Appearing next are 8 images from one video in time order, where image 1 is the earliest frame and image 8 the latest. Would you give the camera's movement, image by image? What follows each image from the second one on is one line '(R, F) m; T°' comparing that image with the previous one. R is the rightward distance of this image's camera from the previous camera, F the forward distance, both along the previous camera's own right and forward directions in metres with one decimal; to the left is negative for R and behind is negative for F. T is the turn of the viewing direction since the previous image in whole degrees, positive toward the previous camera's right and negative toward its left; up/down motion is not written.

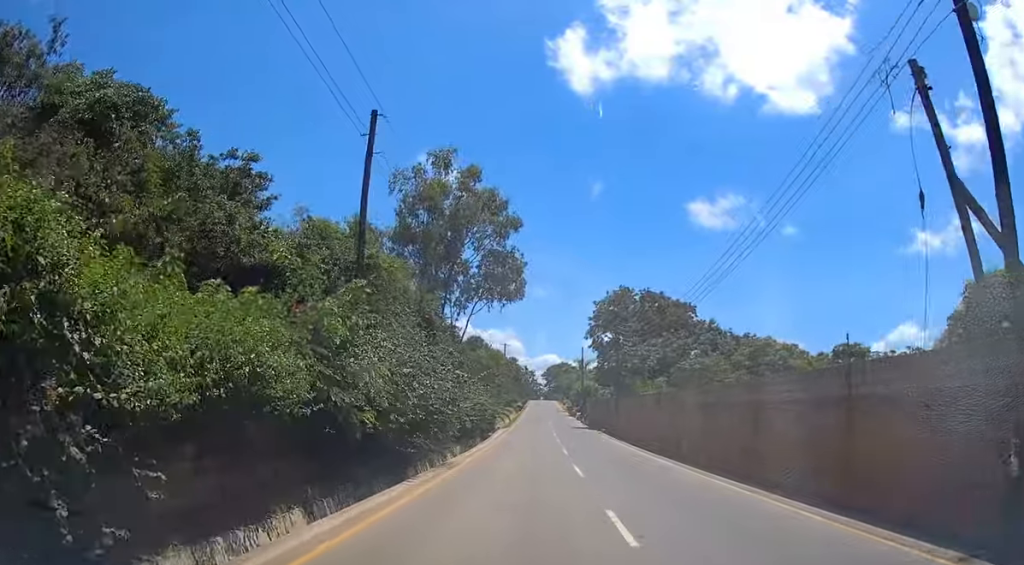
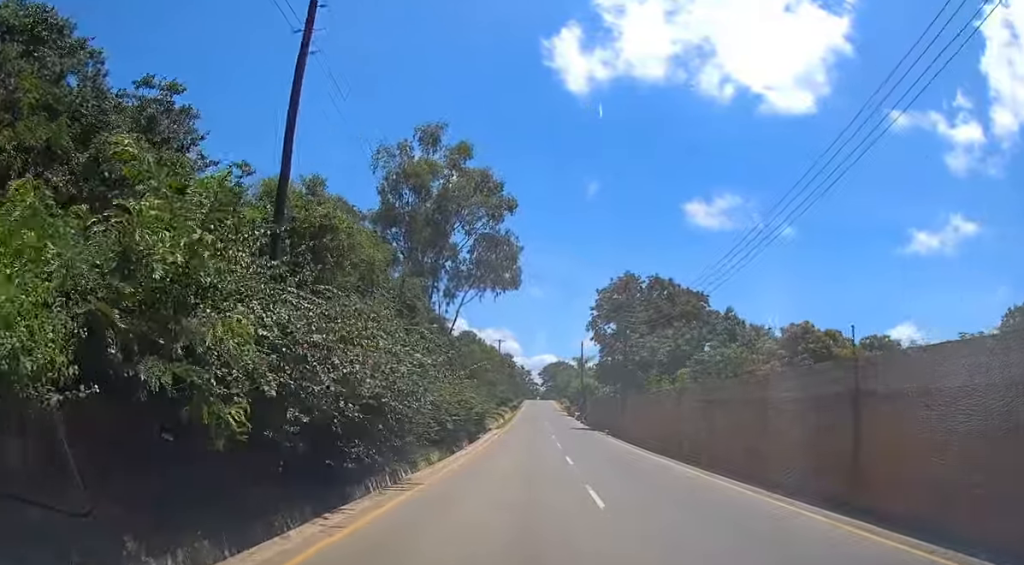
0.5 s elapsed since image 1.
(+0.1, +6.1) m; 0°
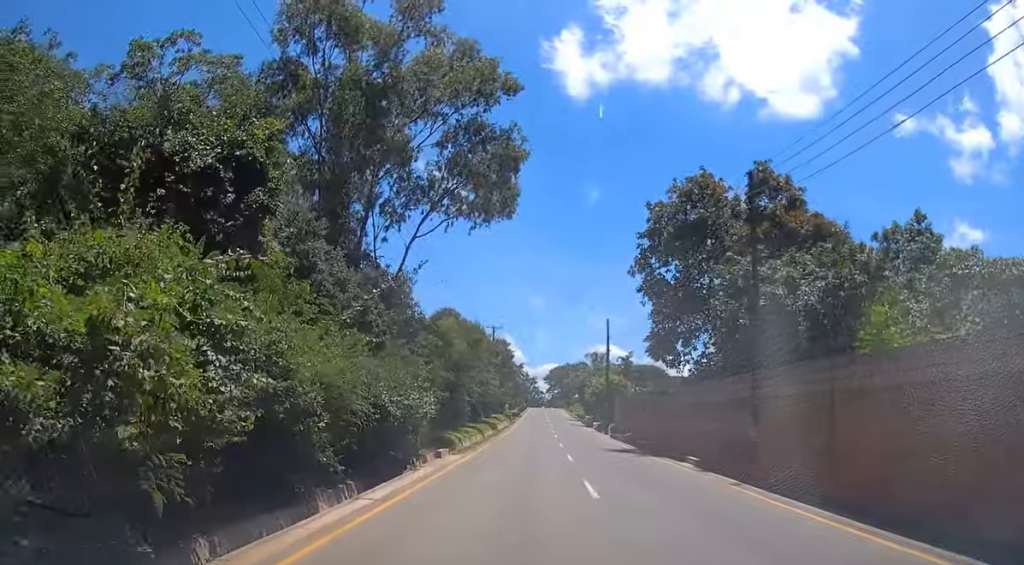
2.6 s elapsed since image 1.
(-0.2, +26.0) m; -1°
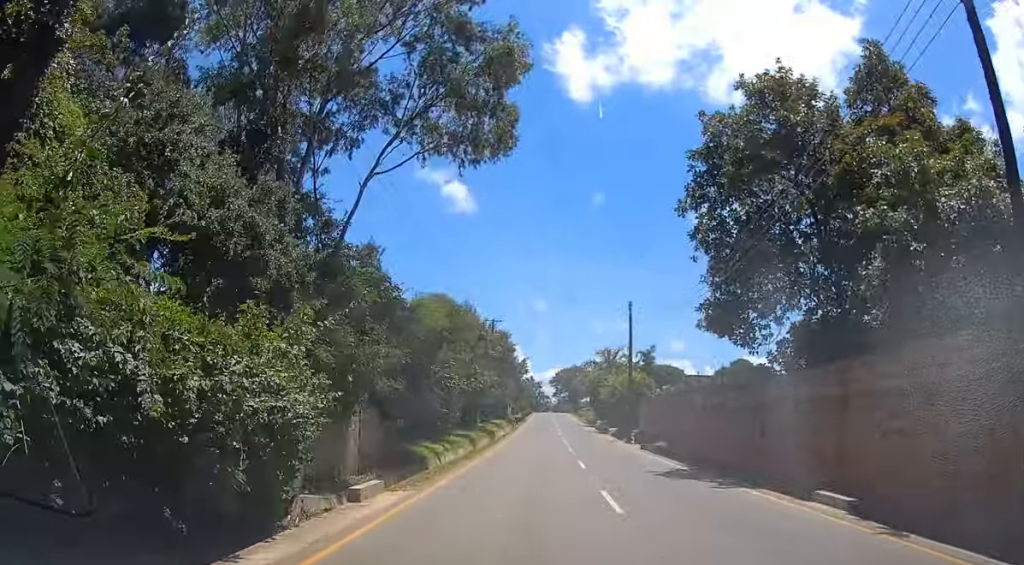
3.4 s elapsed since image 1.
(0.0, +10.8) m; 0°
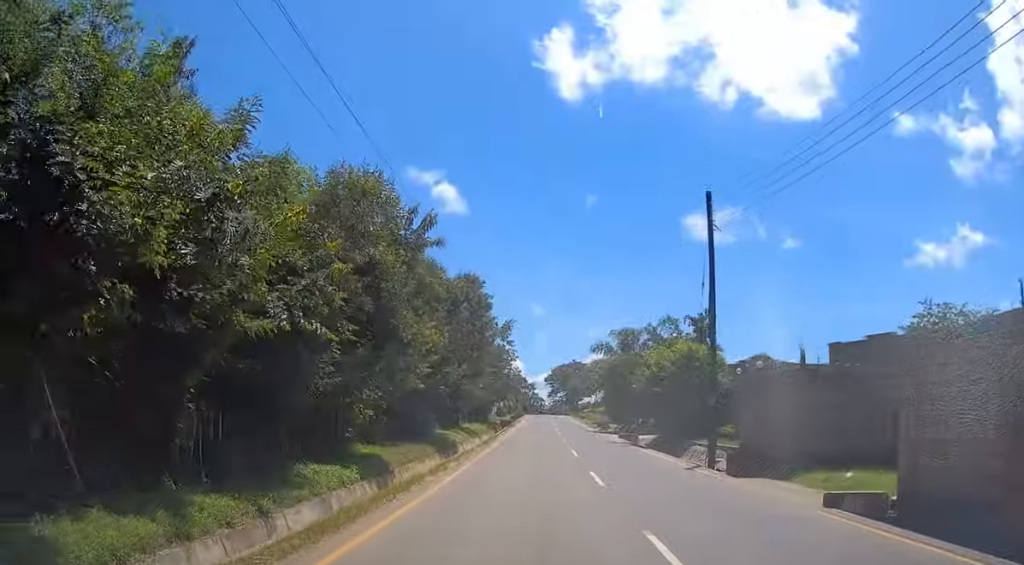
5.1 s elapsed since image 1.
(0.0, +23.1) m; 0°
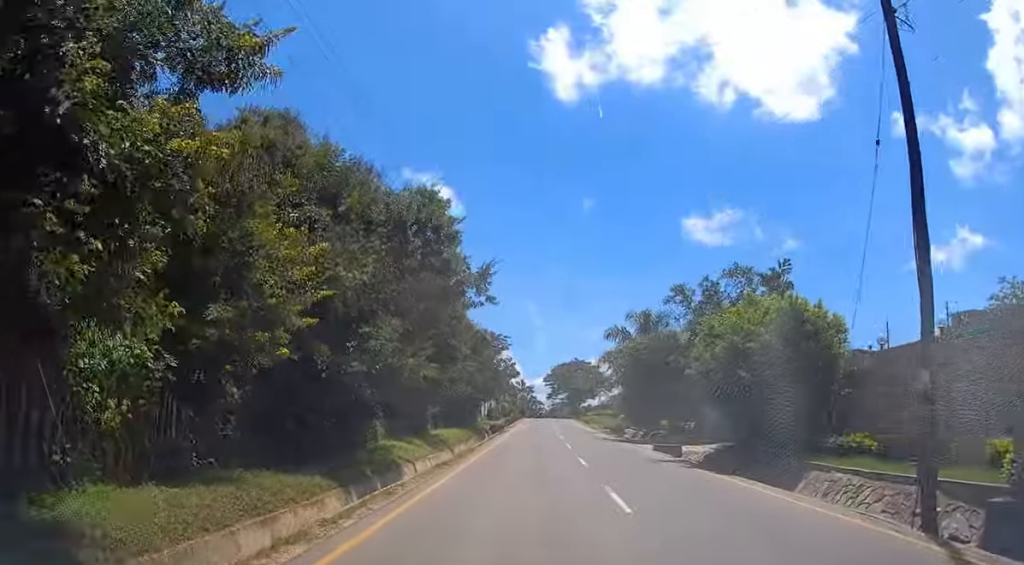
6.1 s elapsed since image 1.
(+0.1, +13.6) m; 0°
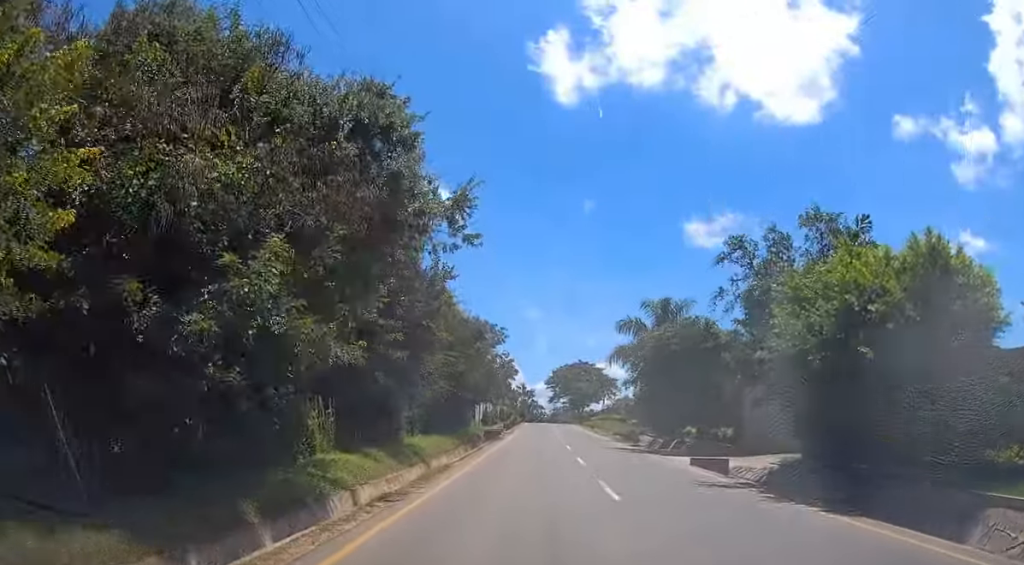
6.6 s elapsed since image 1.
(0.0, +7.3) m; 0°
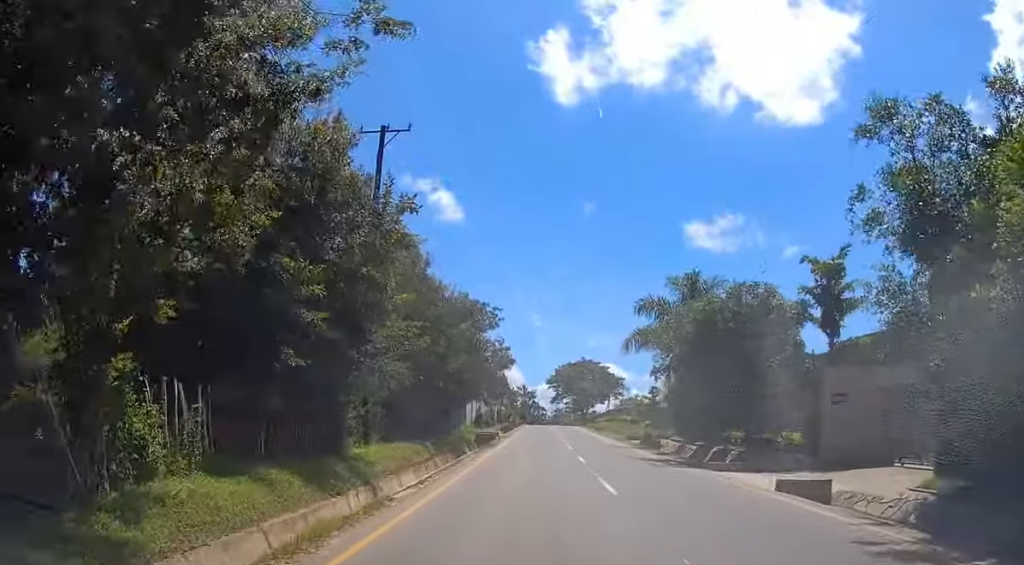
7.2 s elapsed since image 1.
(0.0, +8.2) m; 0°
